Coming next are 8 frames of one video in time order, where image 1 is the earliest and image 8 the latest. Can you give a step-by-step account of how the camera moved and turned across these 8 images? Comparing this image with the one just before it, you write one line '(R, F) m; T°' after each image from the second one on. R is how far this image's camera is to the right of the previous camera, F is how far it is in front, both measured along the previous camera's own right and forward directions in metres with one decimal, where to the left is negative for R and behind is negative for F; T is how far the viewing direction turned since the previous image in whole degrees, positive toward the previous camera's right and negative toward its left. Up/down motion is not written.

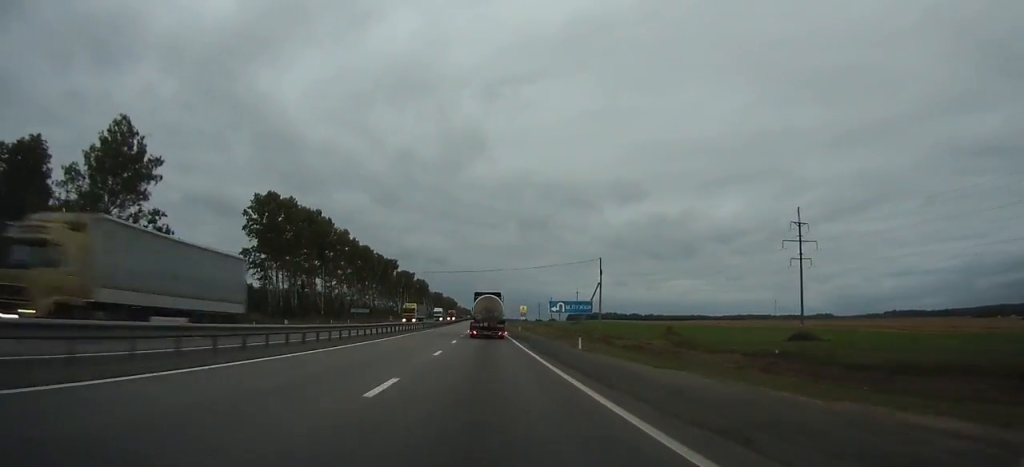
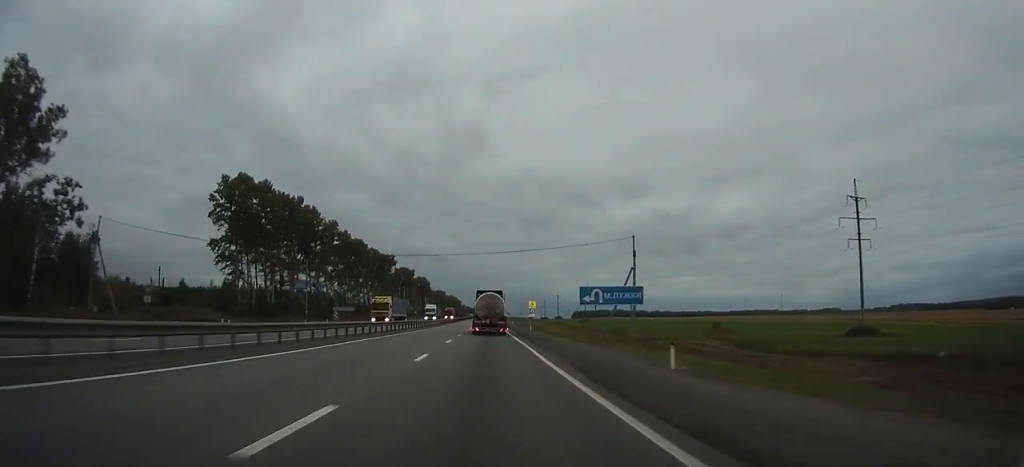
(-0.1, +16.6) m; -1°
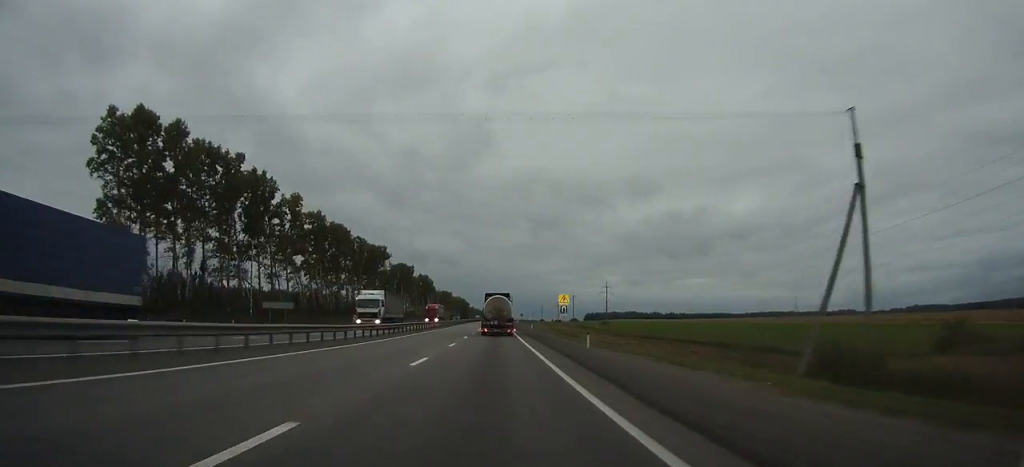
(-0.2, +37.2) m; -1°
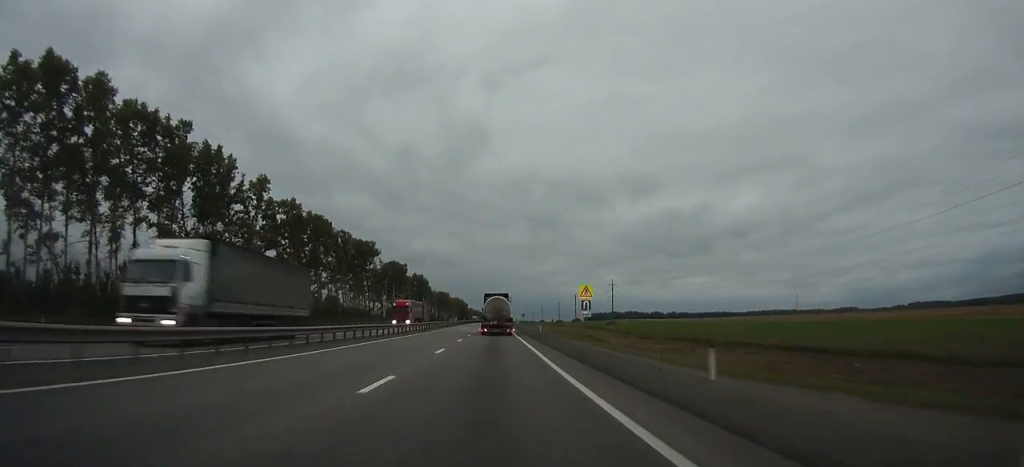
(-0.1, +17.9) m; 0°
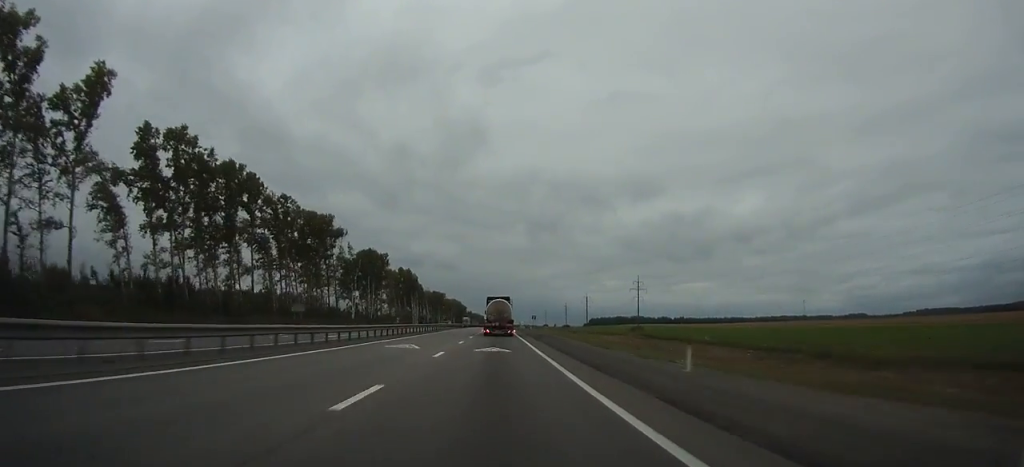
(-0.3, +49.8) m; 0°
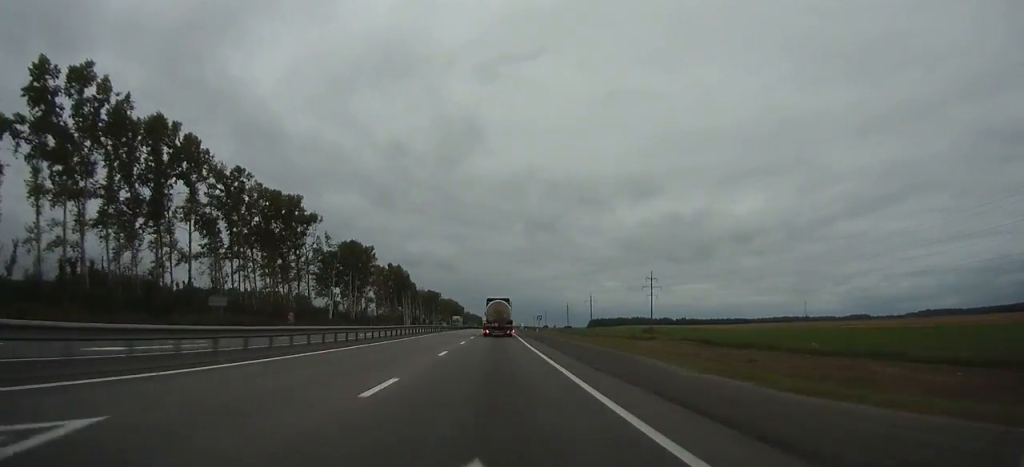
(0.0, +22.3) m; 0°
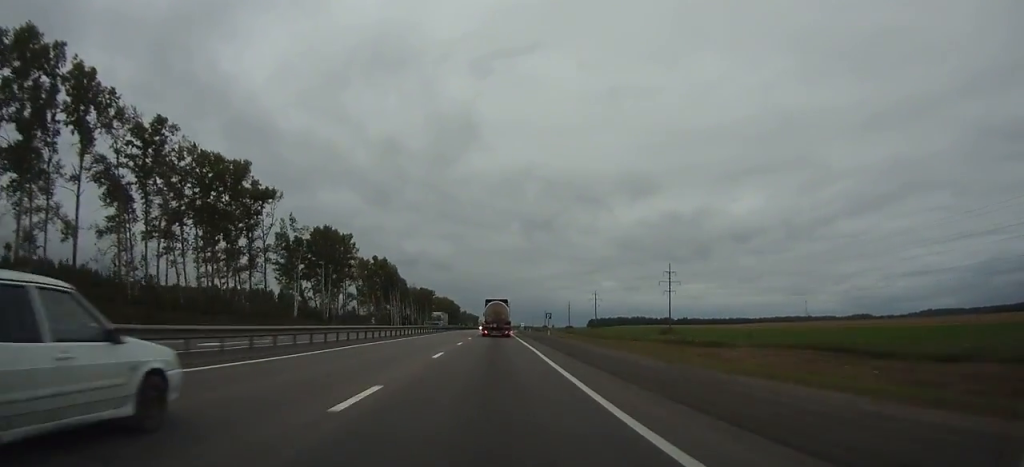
(0.0, +25.3) m; 0°
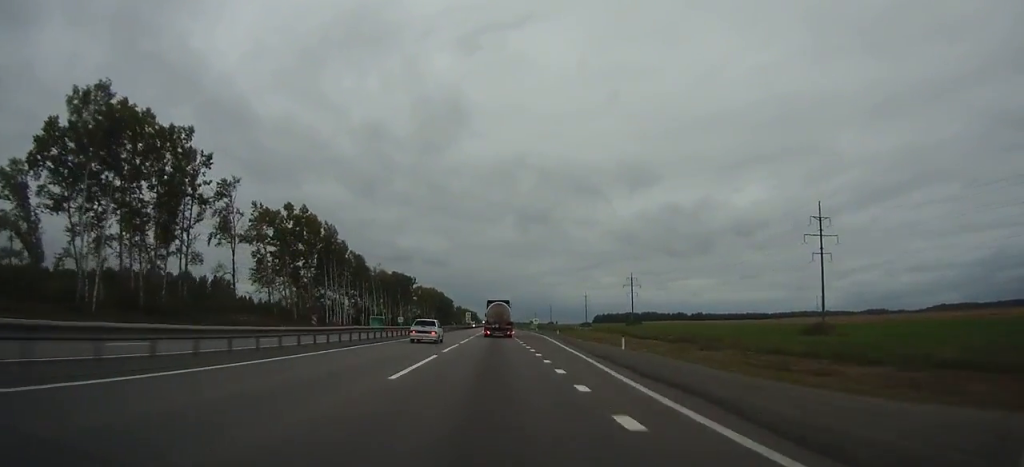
(+0.8, +90.3) m; 0°
